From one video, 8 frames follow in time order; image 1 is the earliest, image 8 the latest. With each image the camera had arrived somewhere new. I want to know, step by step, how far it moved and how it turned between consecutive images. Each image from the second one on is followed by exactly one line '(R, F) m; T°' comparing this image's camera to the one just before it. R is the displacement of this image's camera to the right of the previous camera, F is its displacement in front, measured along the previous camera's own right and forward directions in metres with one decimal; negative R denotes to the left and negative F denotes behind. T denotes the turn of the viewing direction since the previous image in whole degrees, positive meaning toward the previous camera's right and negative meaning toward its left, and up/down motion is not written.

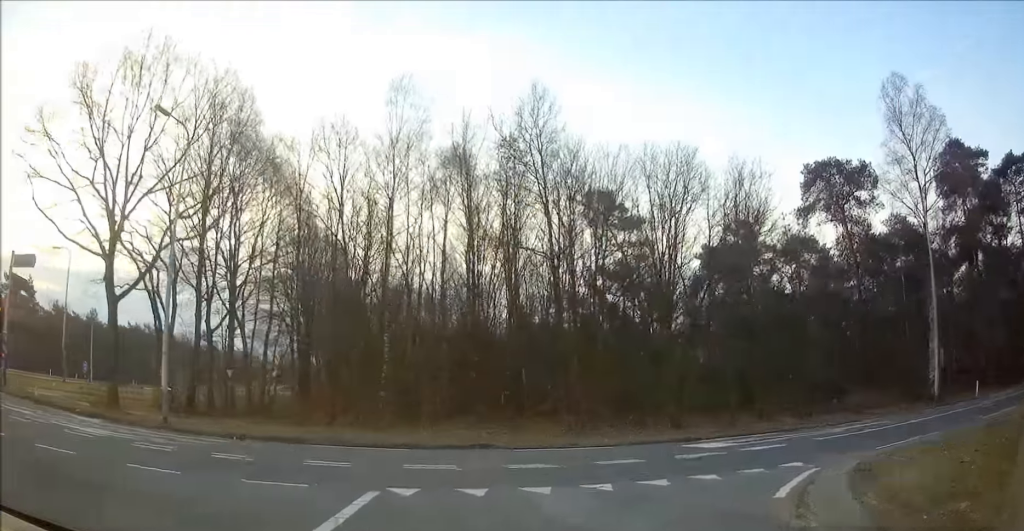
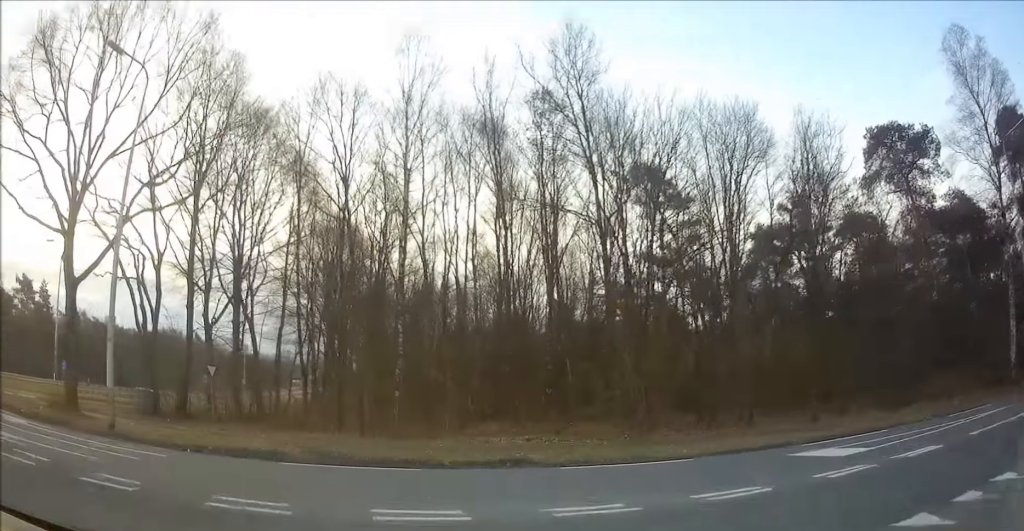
(-0.2, +3.6) m; -4°
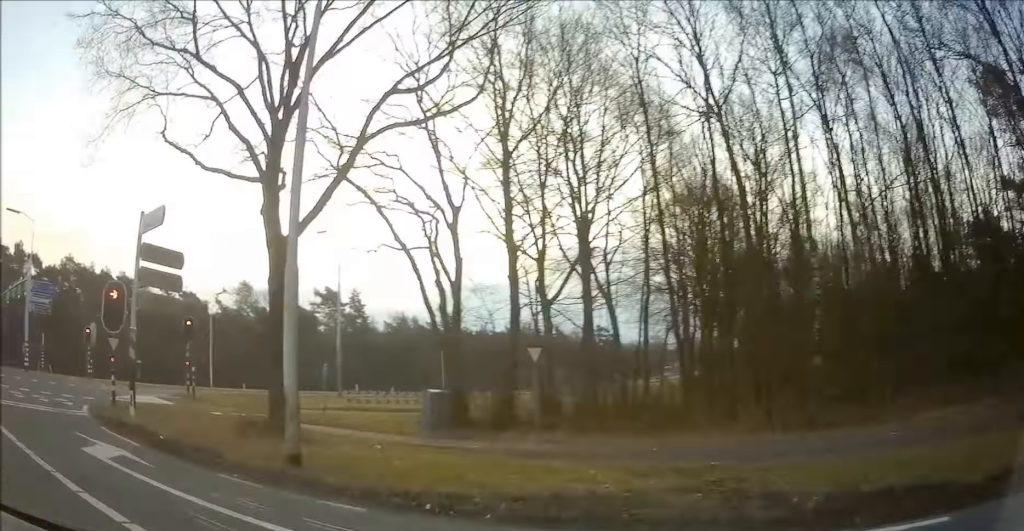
(+0.1, +6.1) m; -8°
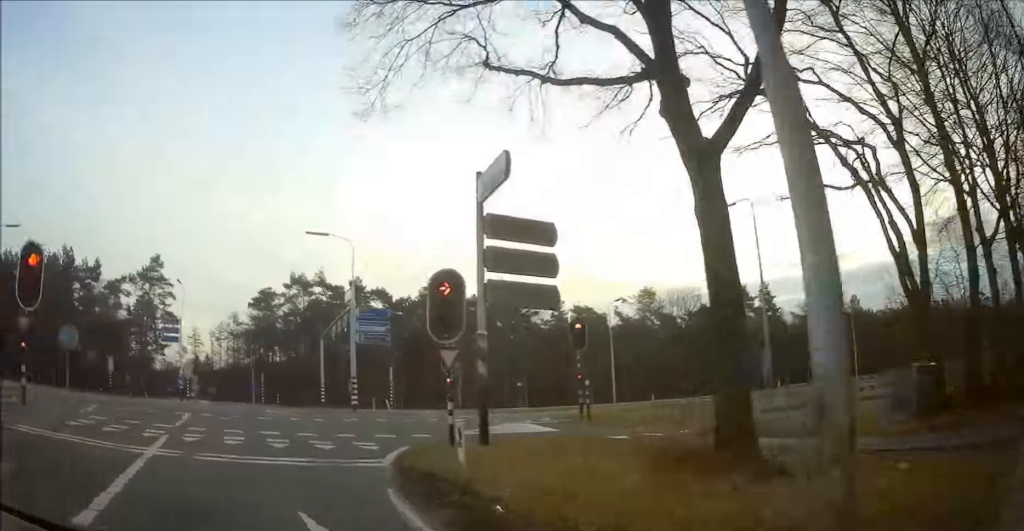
(-0.4, +3.8) m; -25°
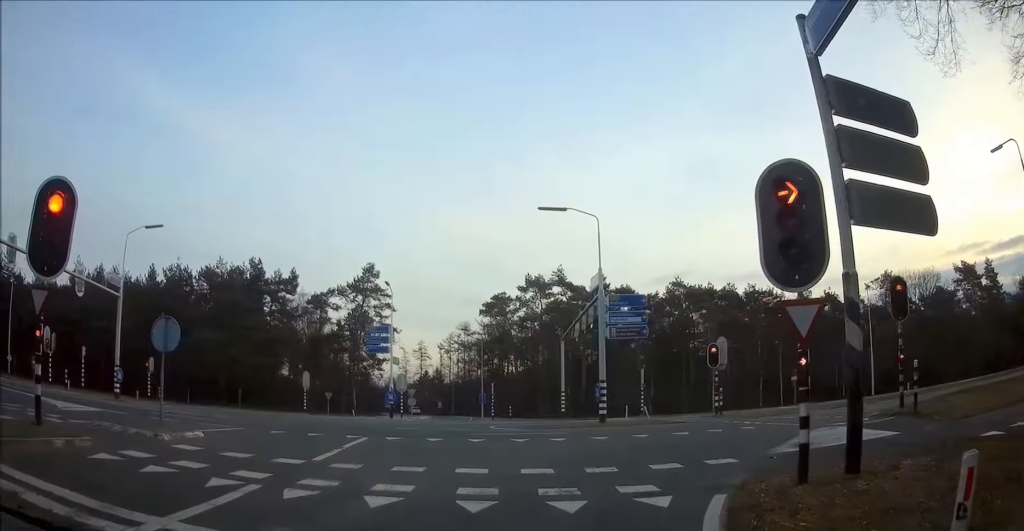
(-2.0, +4.6) m; -35°
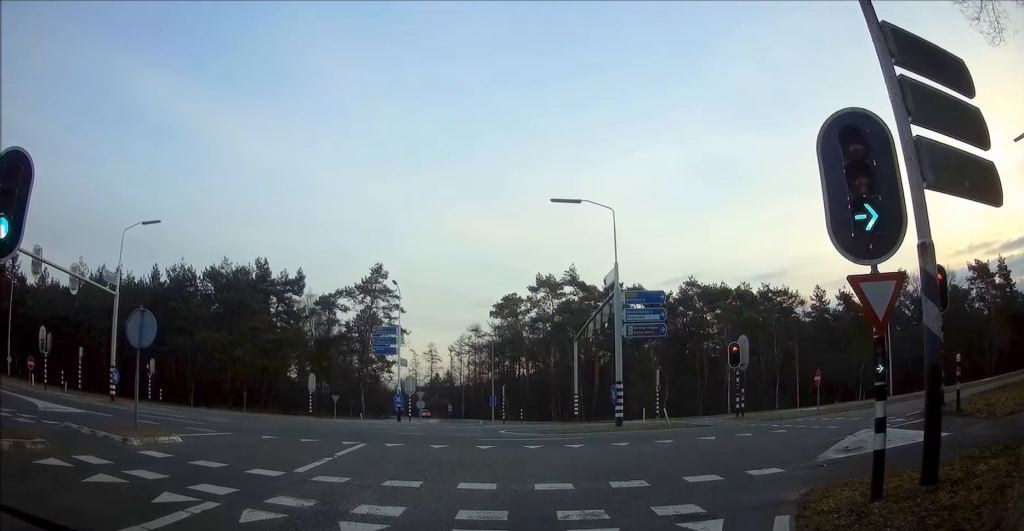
(-1.8, +6.4) m; +10°
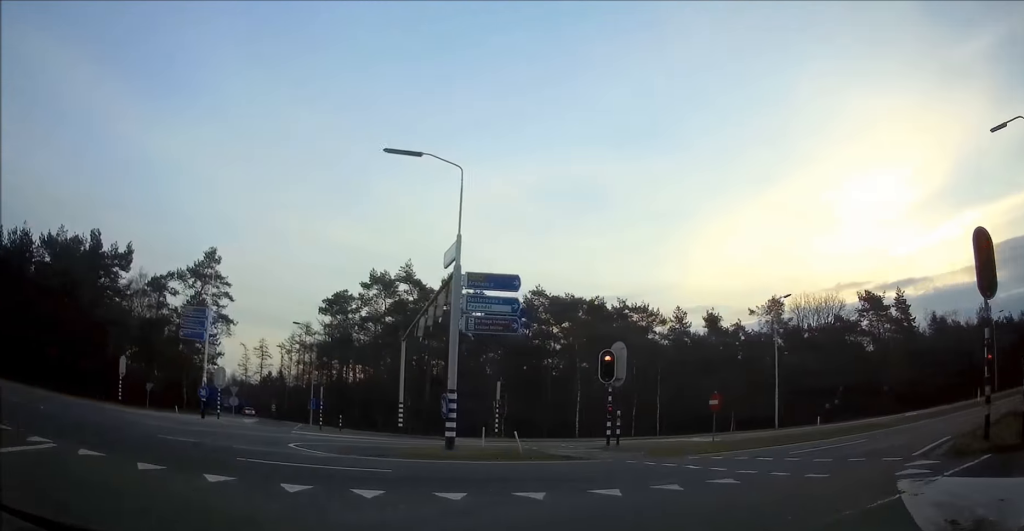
(+3.8, +9.1) m; +35°
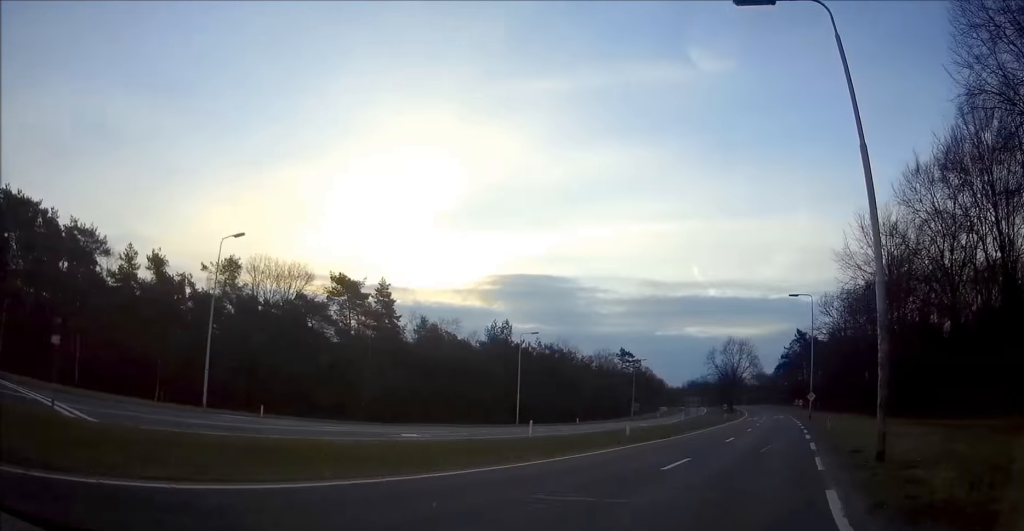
(+1.6, +14.0) m; +26°
